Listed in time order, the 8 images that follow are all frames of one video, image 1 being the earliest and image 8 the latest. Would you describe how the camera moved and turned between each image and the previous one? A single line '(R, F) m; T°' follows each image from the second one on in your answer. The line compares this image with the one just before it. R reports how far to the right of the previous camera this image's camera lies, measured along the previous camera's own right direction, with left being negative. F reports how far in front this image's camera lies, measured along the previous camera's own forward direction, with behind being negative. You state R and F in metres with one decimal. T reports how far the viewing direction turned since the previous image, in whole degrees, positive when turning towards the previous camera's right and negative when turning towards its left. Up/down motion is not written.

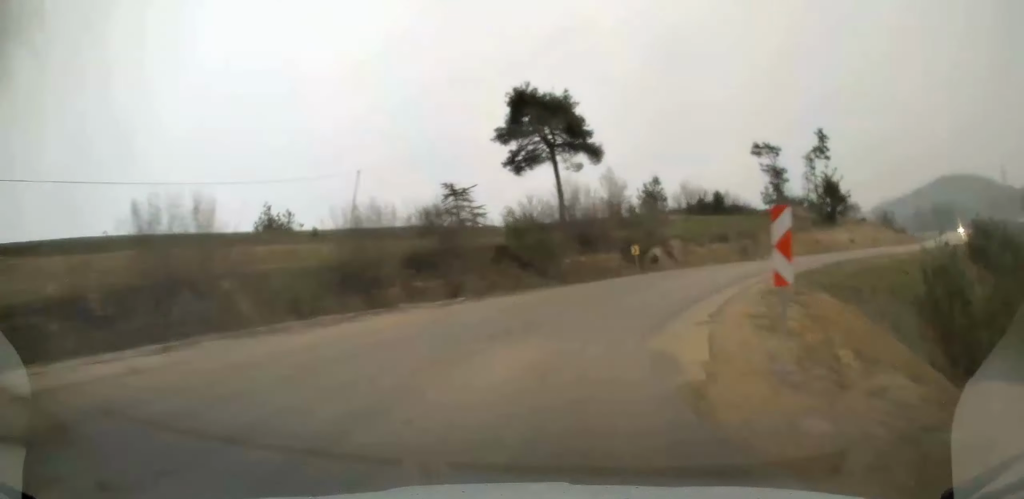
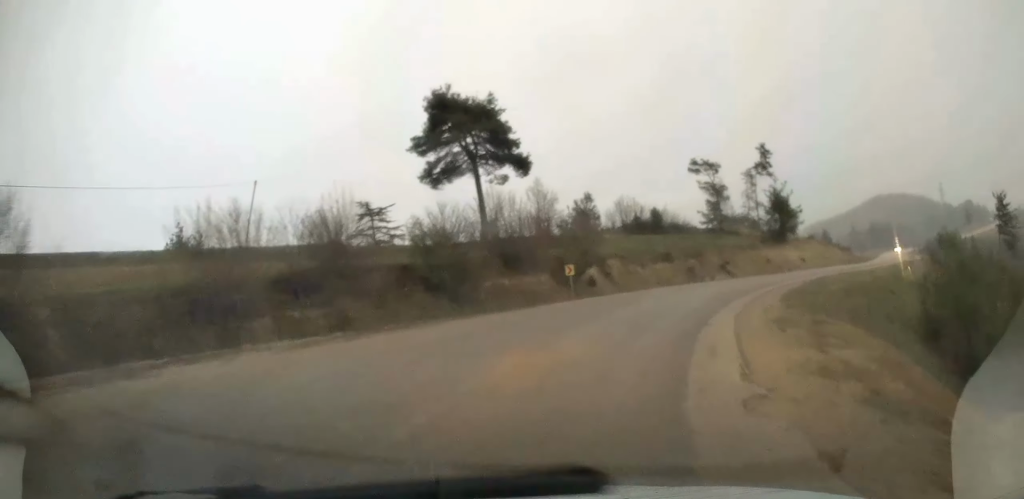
(+0.1, +8.0) m; +7°
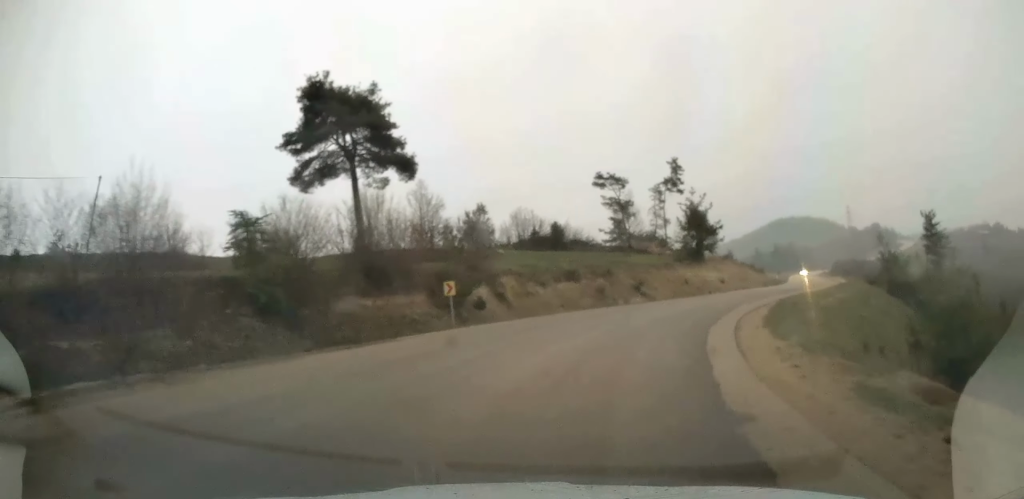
(+1.0, +9.5) m; +9°
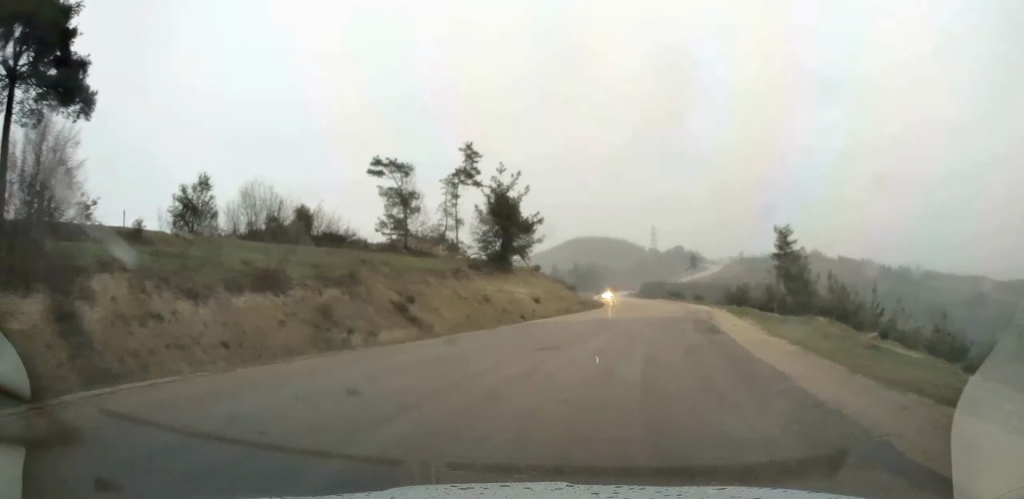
(+4.8, +24.6) m; +20°
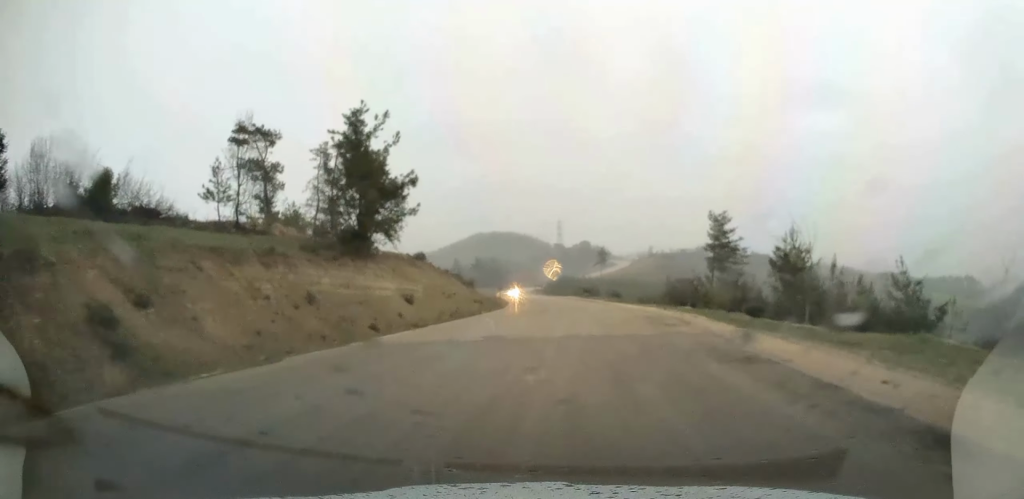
(+1.6, +16.9) m; +9°
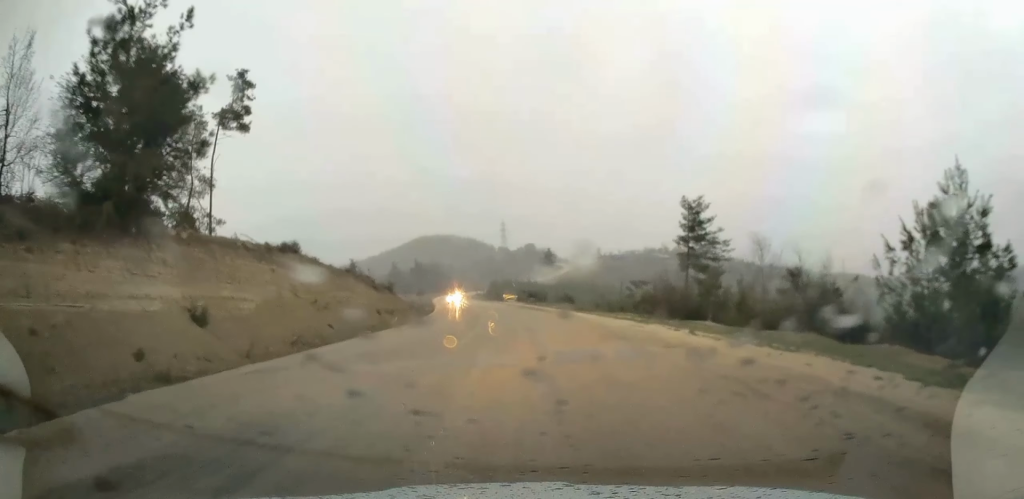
(+1.1, +18.5) m; +5°
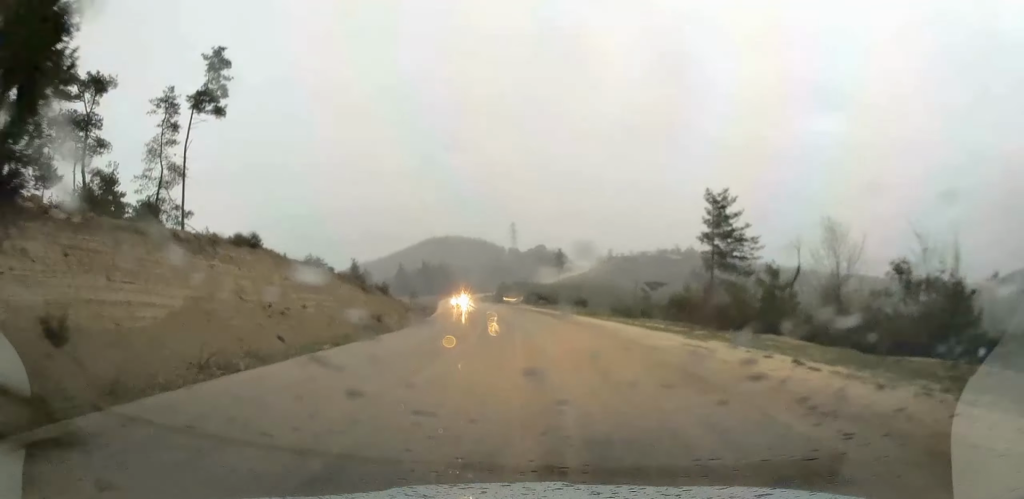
(0.0, +7.4) m; 0°
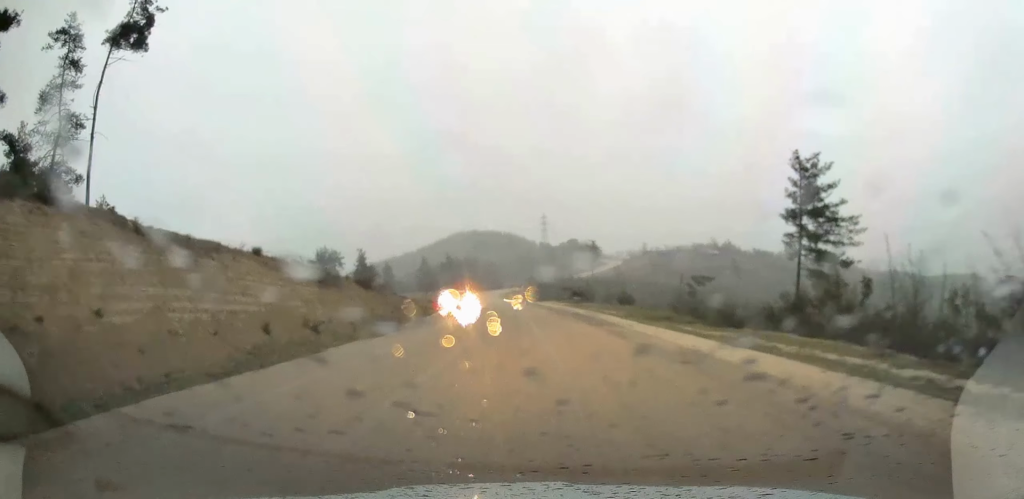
(-0.4, +18.0) m; -3°
